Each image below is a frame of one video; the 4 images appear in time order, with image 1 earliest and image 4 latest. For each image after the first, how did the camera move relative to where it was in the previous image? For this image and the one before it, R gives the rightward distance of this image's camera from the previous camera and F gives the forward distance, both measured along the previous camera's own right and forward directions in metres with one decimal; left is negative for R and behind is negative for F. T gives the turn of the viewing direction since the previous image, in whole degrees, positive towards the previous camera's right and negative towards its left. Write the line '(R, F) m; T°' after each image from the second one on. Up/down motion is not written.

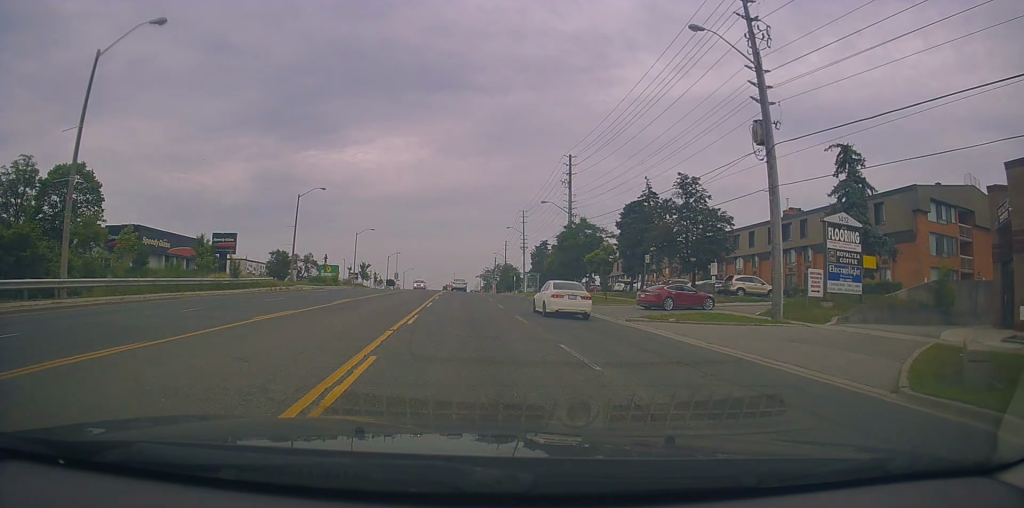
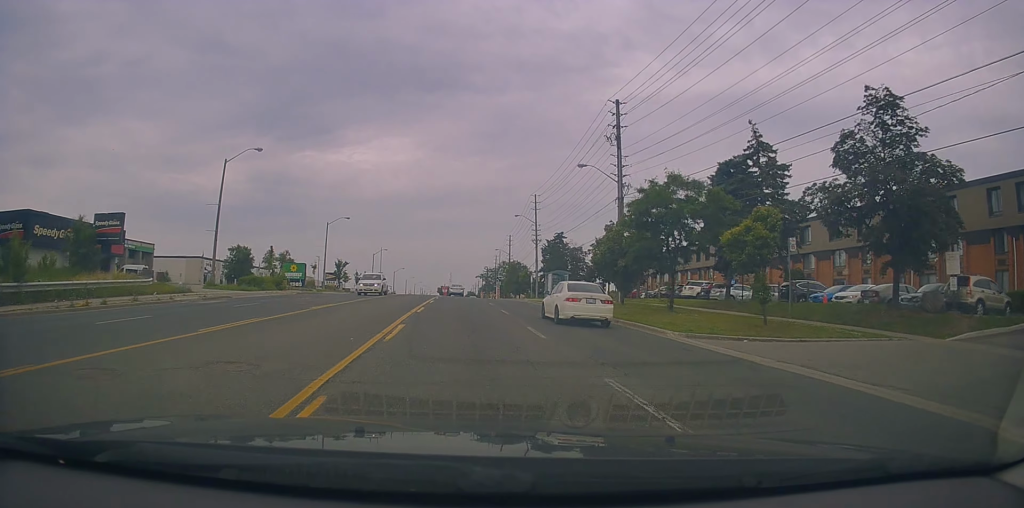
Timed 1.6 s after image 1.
(-0.3, +21.0) m; -1°
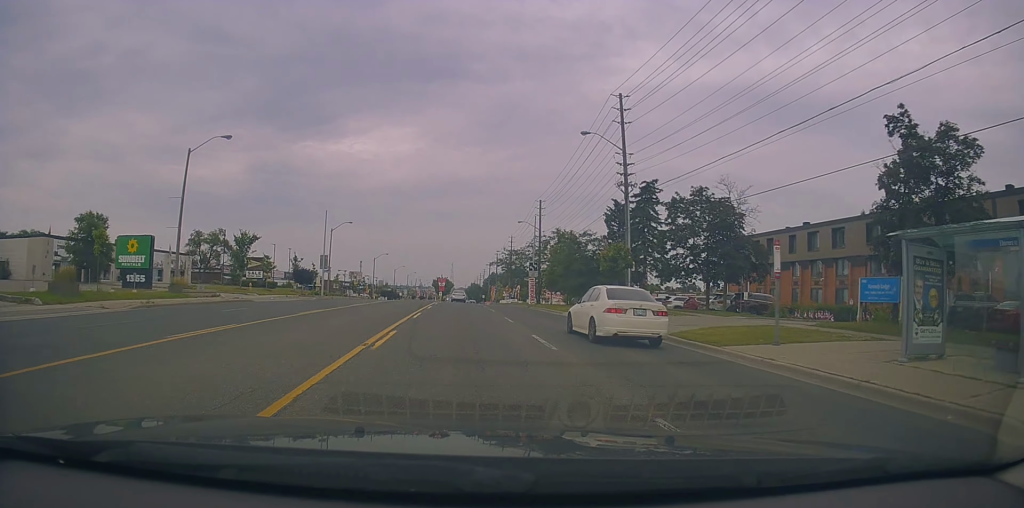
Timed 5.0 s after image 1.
(+0.5, +45.6) m; 0°
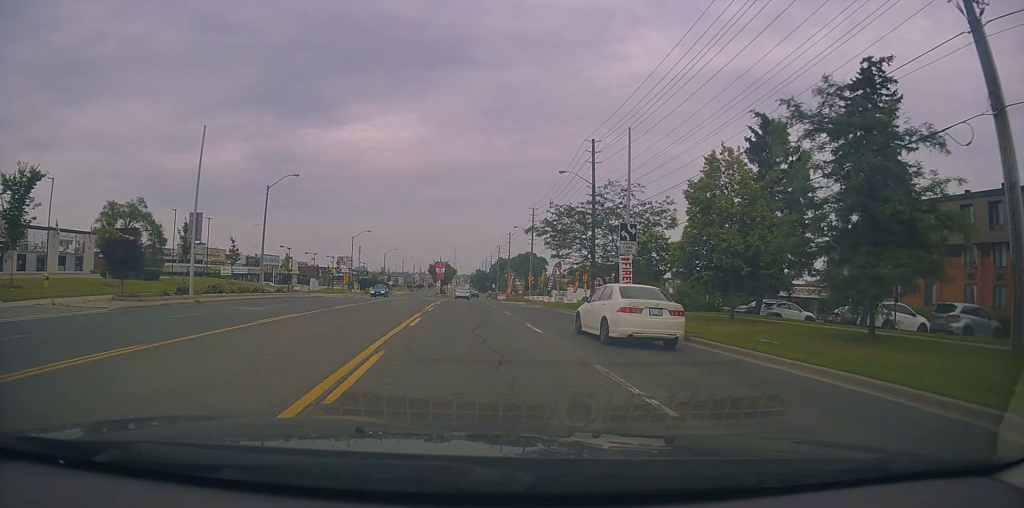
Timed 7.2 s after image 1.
(-0.4, +31.9) m; -1°
